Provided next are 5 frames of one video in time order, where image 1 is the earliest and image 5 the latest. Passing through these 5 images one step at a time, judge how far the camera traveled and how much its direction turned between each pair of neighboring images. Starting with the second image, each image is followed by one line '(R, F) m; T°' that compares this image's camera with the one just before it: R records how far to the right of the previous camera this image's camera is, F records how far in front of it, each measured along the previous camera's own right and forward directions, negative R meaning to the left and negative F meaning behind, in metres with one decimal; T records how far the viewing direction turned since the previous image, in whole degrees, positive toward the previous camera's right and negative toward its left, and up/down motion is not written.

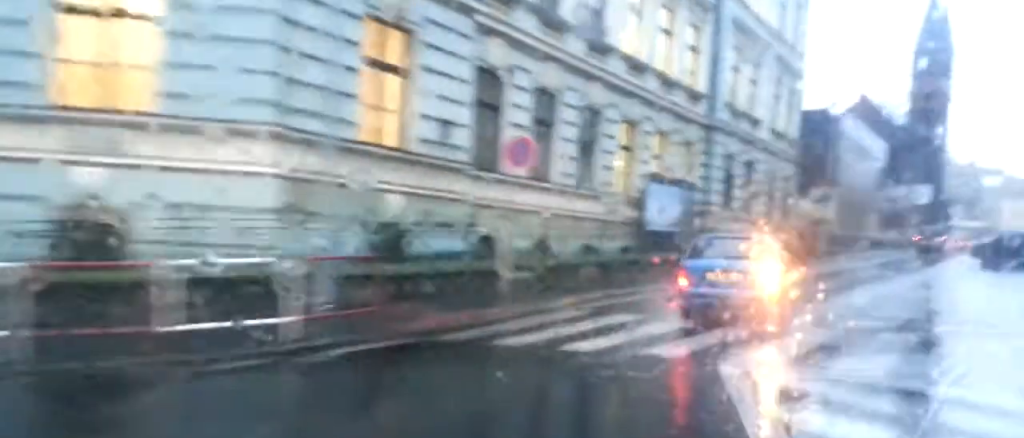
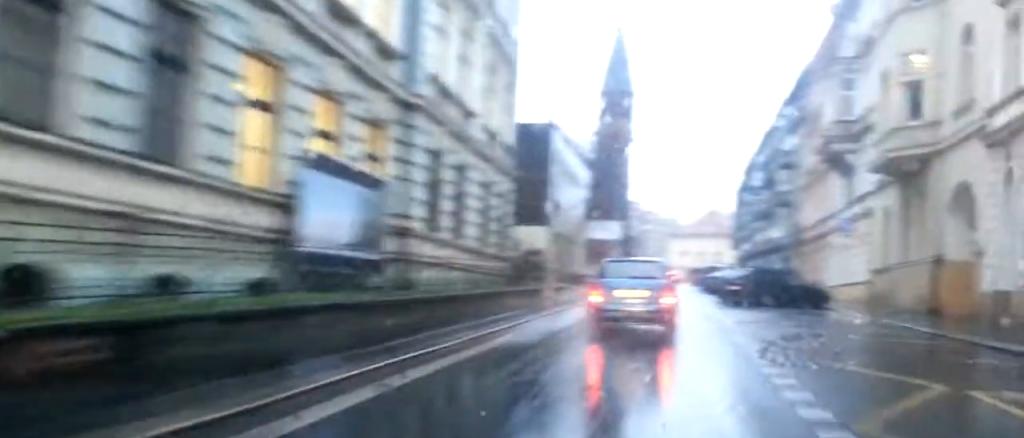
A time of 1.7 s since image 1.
(+1.3, +14.1) m; +14°
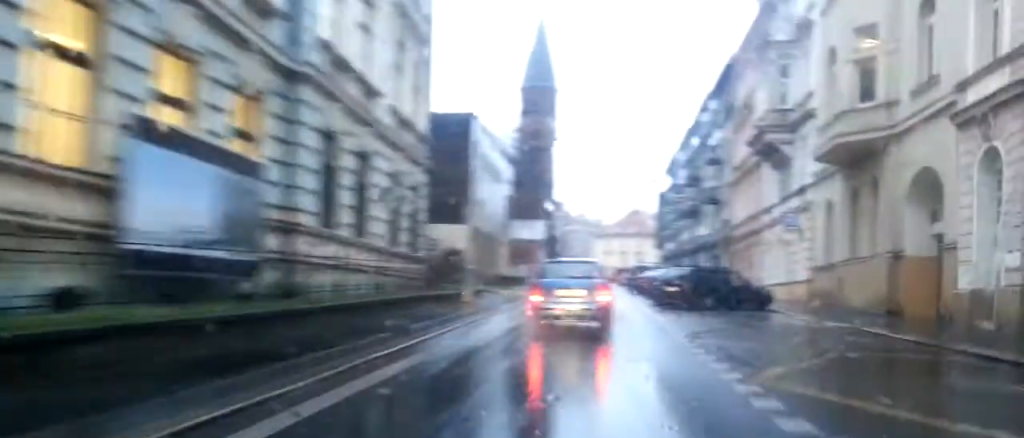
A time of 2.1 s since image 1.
(+0.5, +4.0) m; +4°
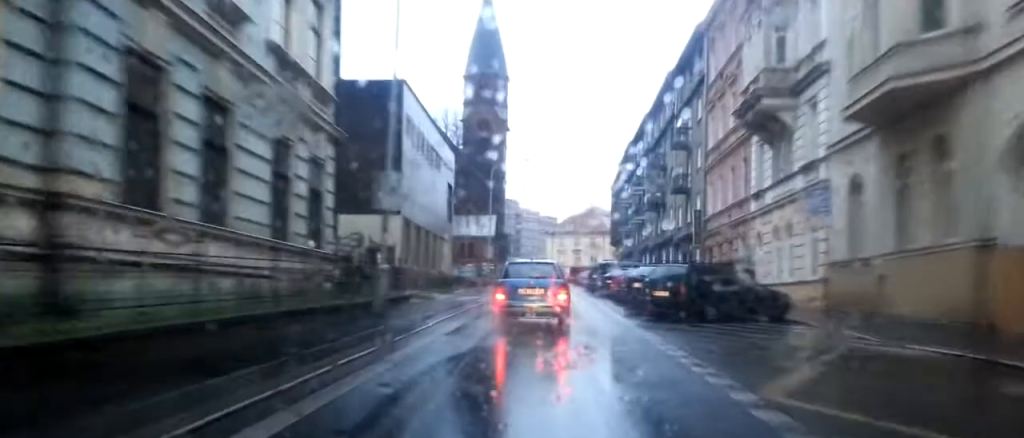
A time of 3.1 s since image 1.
(+0.4, +8.2) m; +4°
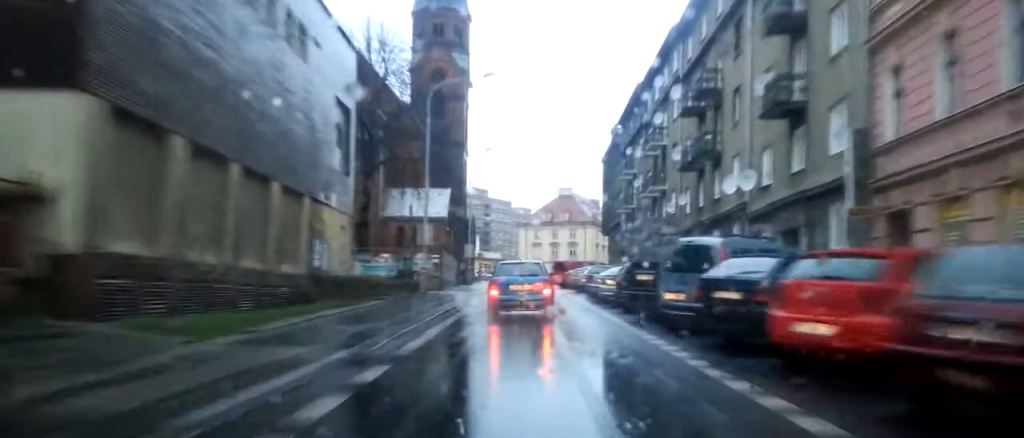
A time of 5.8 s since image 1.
(+1.2, +25.4) m; +4°
